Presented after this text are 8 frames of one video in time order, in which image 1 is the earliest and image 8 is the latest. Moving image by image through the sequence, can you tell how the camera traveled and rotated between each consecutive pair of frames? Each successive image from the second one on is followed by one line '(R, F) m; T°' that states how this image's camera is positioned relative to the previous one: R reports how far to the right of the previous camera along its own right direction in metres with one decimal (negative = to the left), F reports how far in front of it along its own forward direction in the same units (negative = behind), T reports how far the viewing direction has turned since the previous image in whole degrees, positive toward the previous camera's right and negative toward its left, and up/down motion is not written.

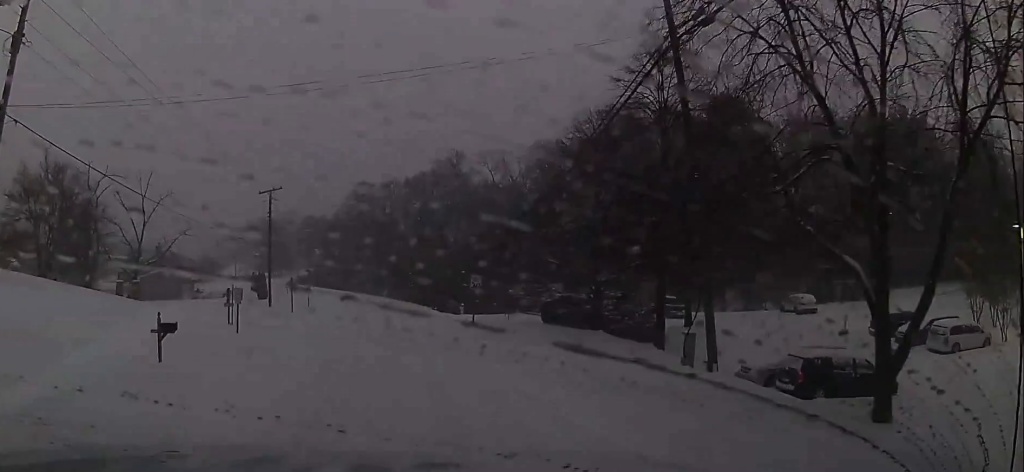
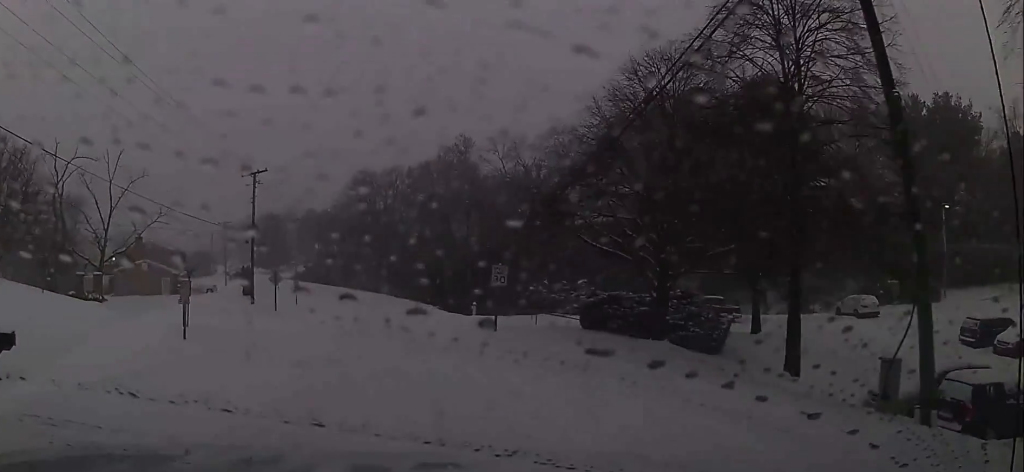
(0.0, +8.5) m; -1°
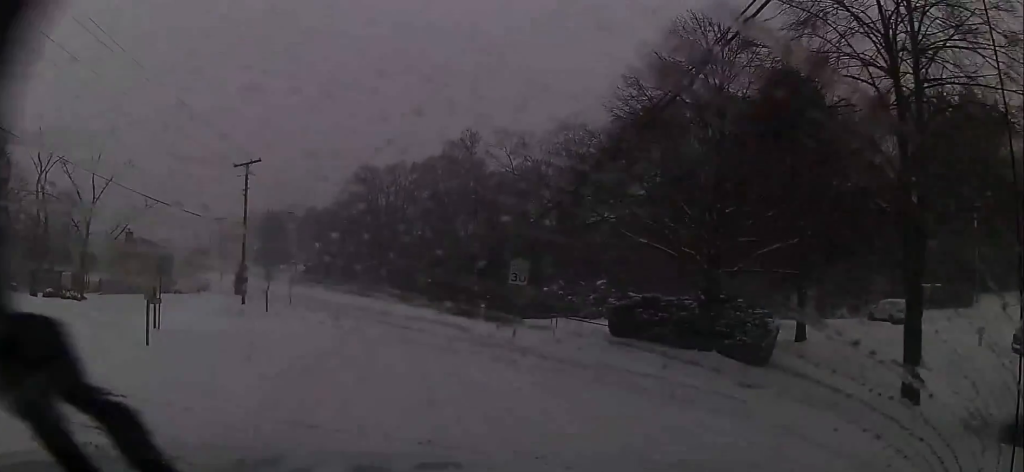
(+0.2, +4.0) m; 0°
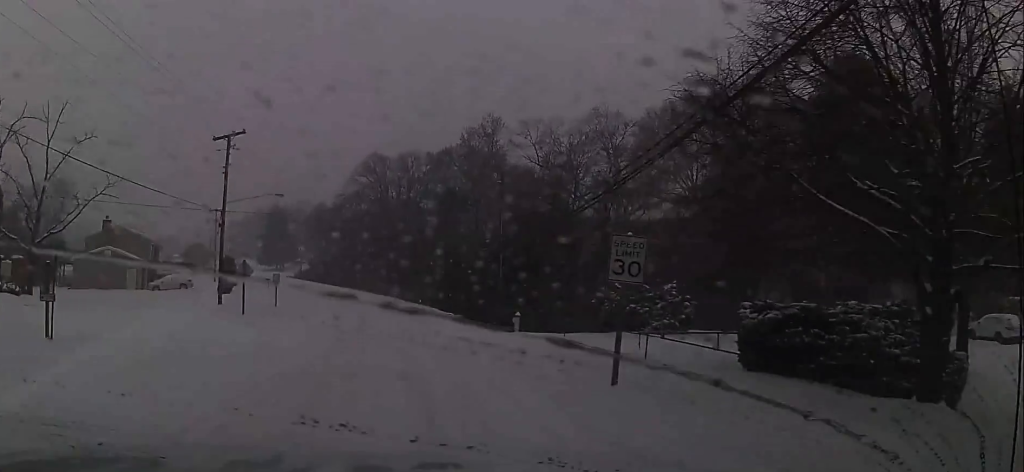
(-0.5, +9.8) m; -4°
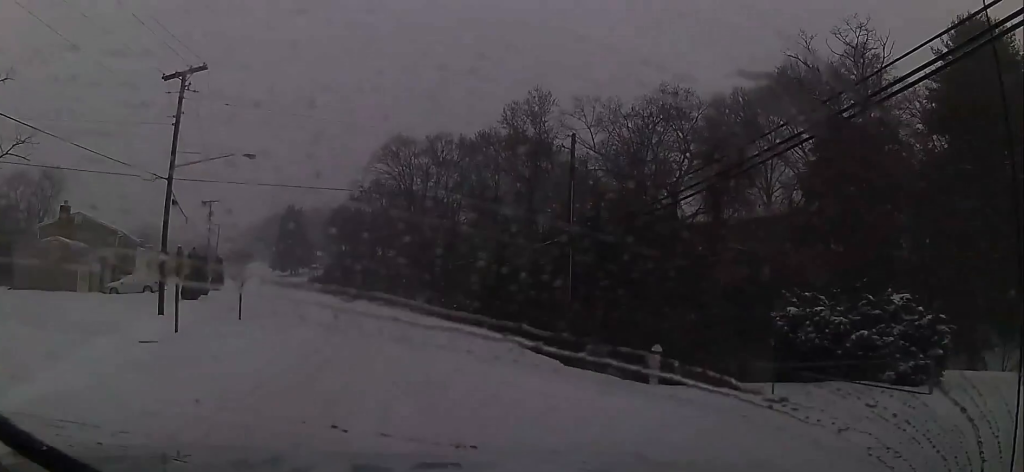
(-0.2, +15.5) m; -1°
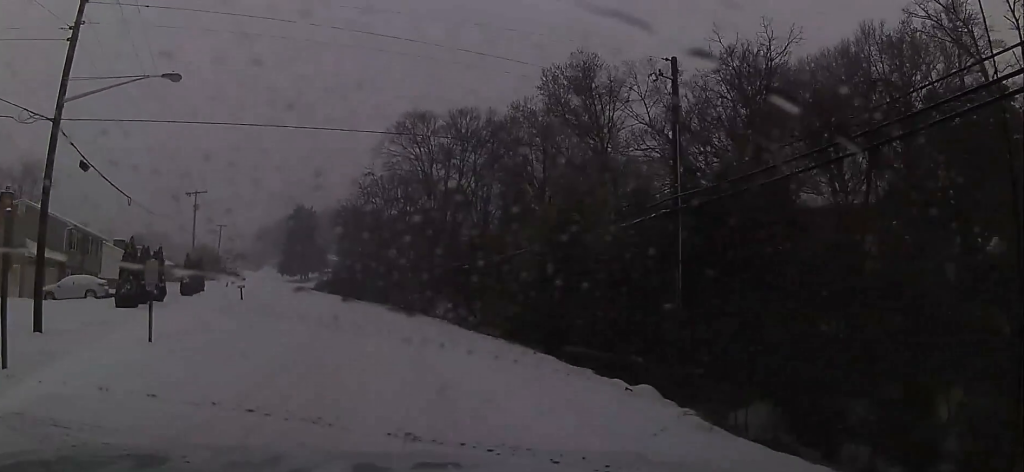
(0.0, +12.7) m; 0°
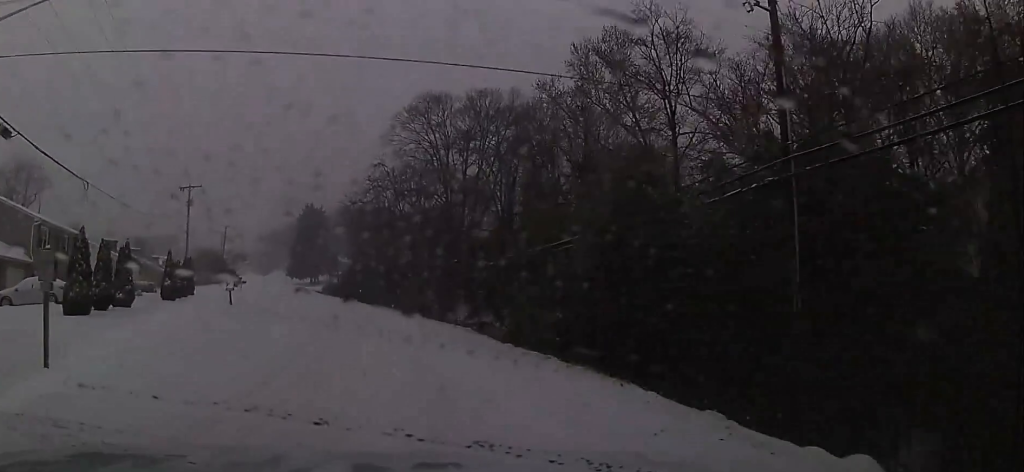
(0.0, +6.4) m; -2°
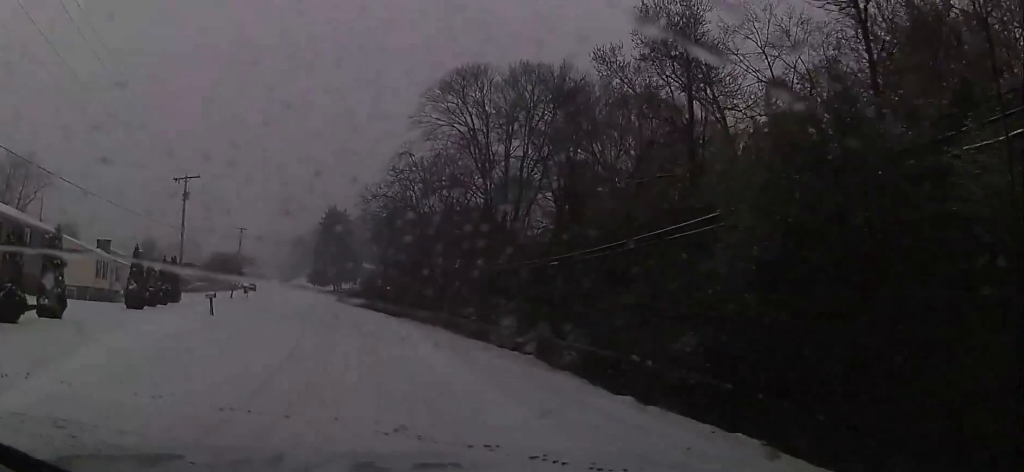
(-0.2, +9.3) m; -3°
